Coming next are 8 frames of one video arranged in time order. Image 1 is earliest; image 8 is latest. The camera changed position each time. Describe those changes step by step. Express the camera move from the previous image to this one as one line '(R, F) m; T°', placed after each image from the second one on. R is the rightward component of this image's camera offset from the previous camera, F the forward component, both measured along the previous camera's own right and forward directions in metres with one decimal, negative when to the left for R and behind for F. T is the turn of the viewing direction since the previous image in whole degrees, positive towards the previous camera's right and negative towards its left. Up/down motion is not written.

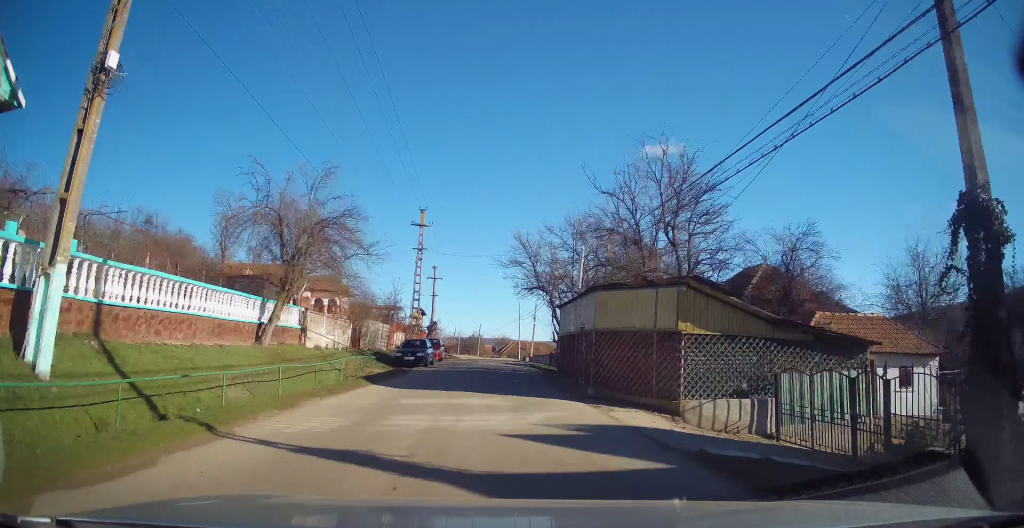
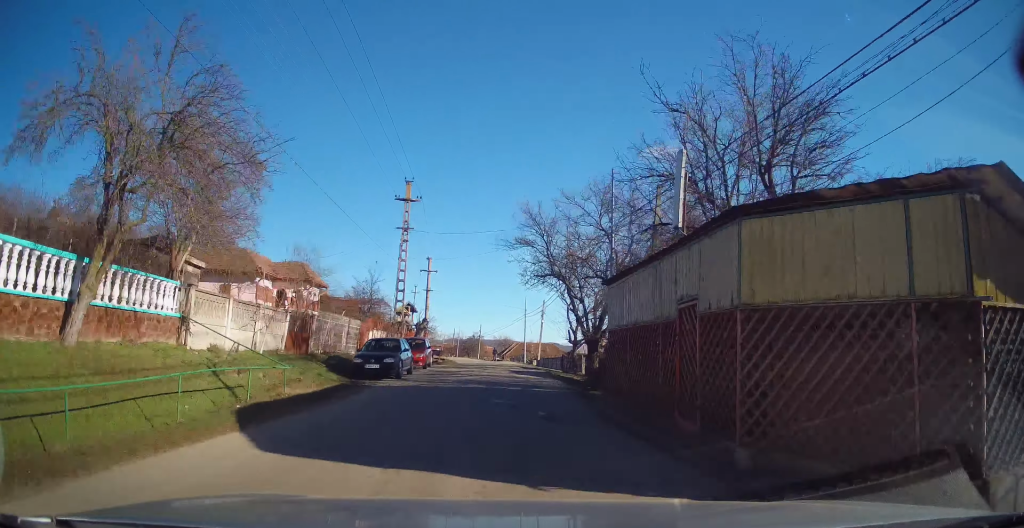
(+0.1, +8.7) m; -1°
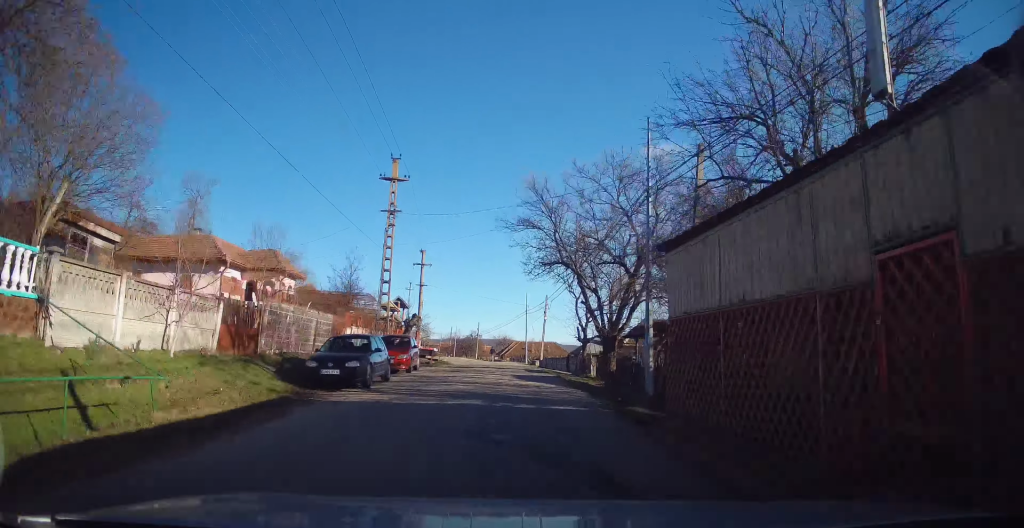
(+0.1, +4.7) m; -1°
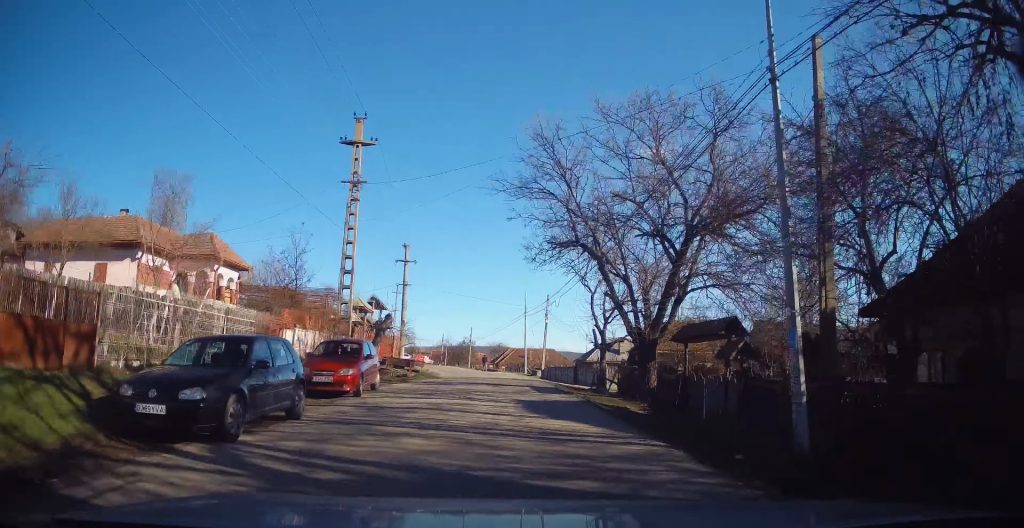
(-0.3, +7.4) m; 0°
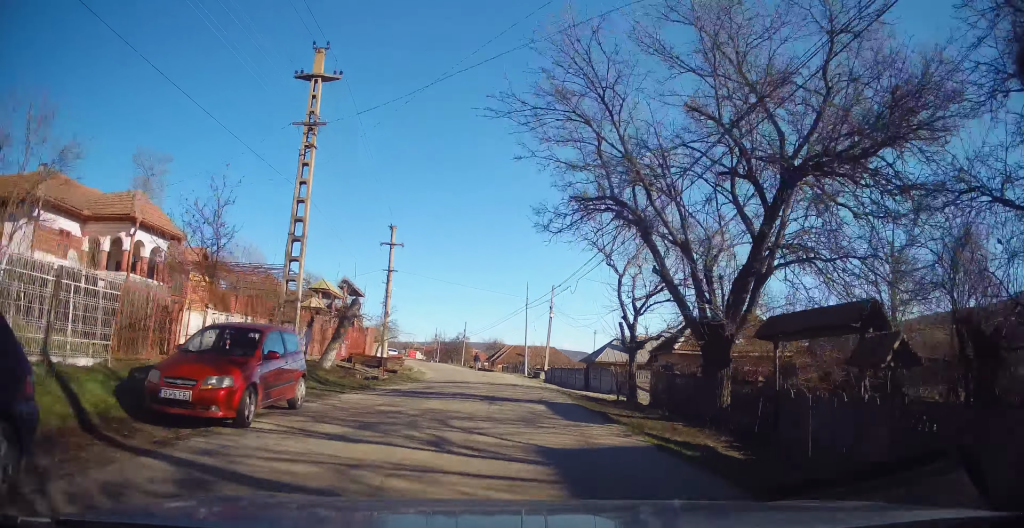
(-0.1, +6.6) m; 0°
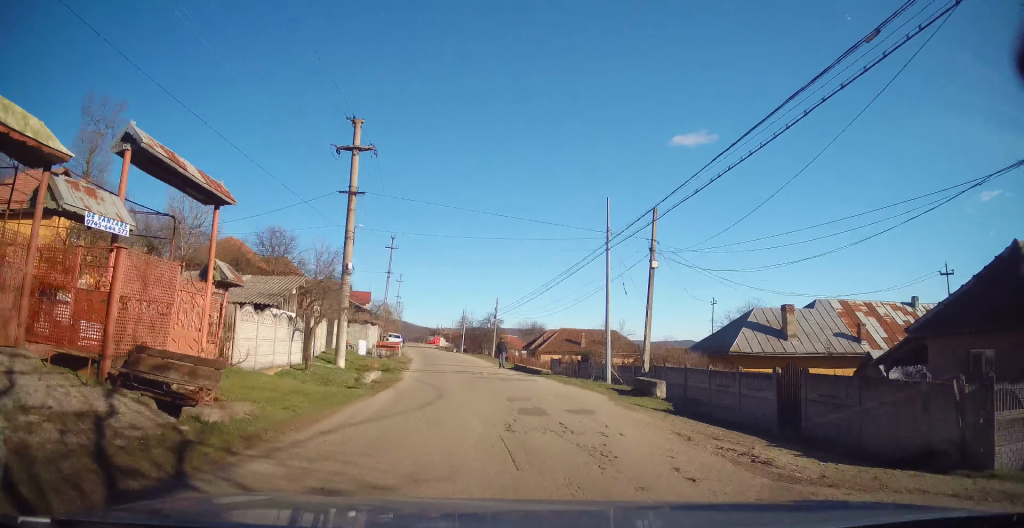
(+0.8, +21.3) m; -1°
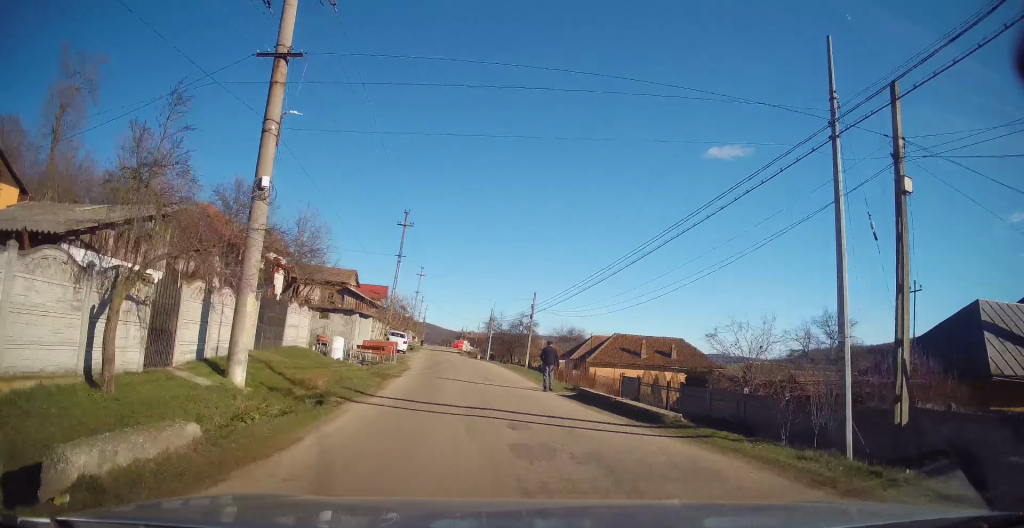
(-0.8, +13.2) m; -5°
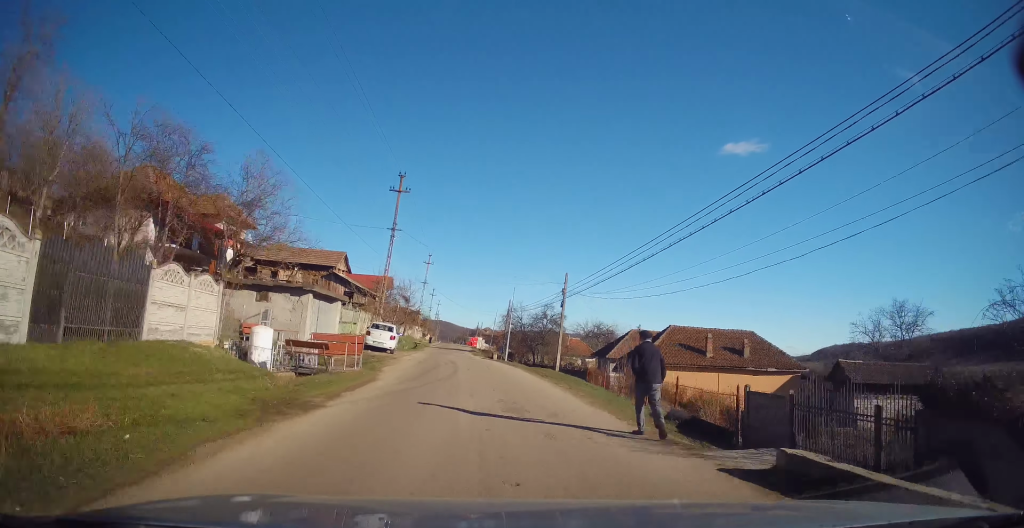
(-0.3, +10.7) m; -2°
